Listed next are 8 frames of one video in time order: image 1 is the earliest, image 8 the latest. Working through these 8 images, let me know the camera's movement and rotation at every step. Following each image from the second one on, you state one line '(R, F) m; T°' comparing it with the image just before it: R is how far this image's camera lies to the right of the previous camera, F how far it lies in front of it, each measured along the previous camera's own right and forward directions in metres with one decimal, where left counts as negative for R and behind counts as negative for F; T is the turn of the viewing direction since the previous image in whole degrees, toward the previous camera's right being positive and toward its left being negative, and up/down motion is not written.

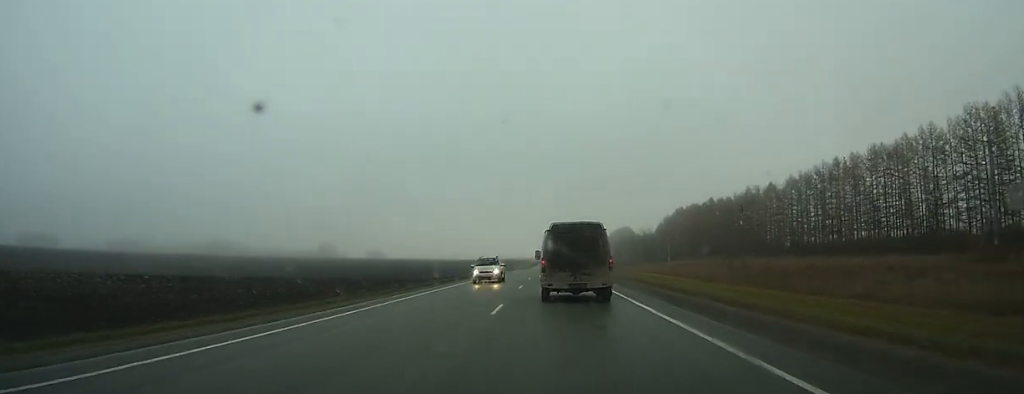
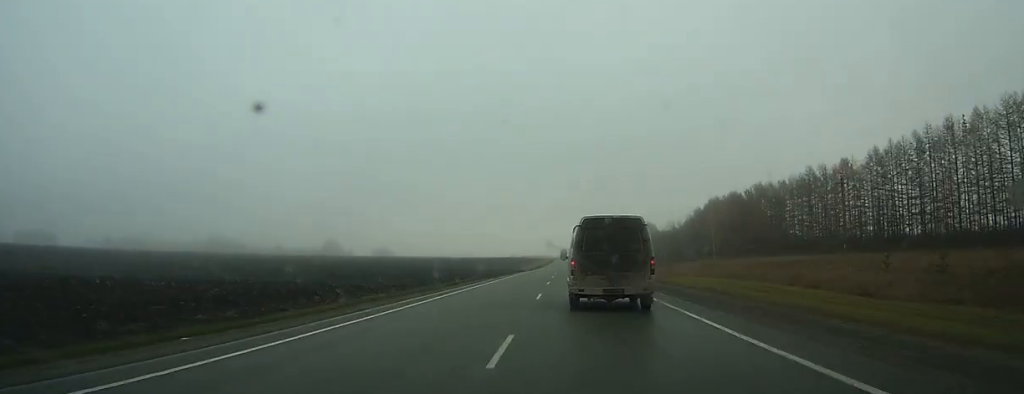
(-0.1, +29.2) m; 0°
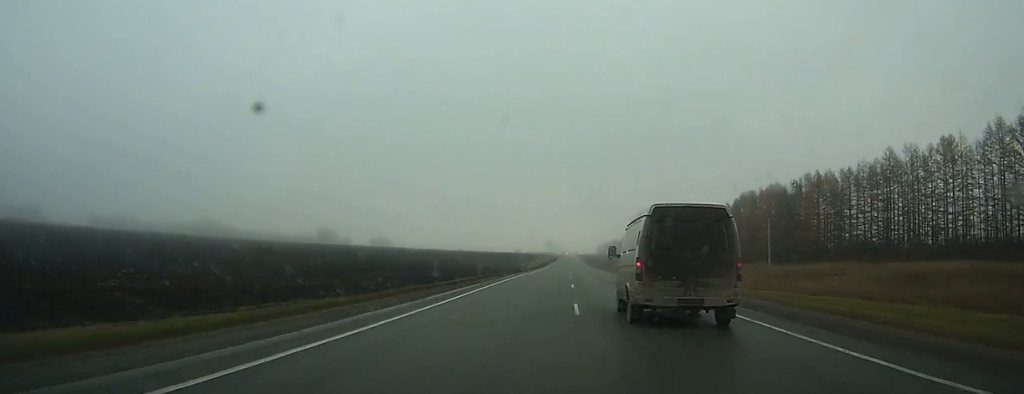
(-0.1, +29.4) m; 0°
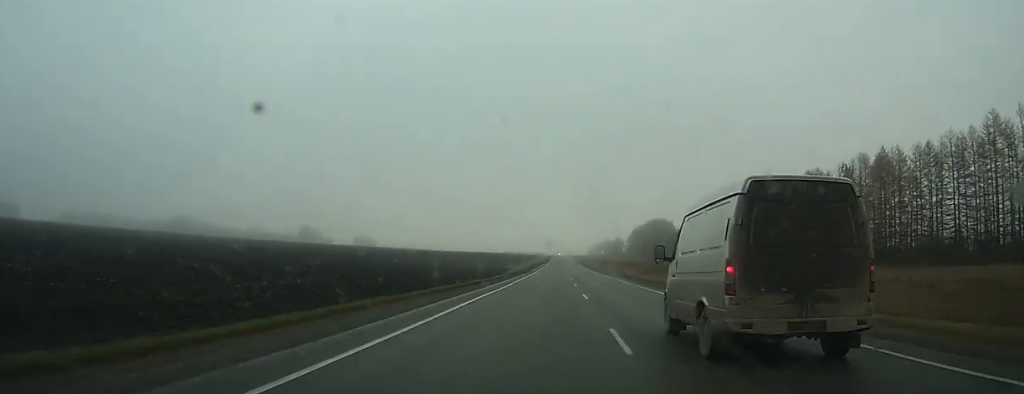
(-0.2, +29.7) m; 0°
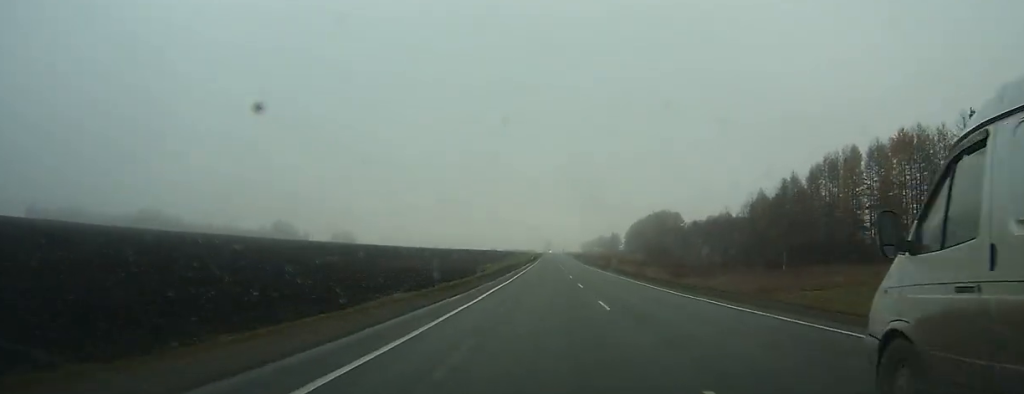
(+0.1, +42.1) m; +1°
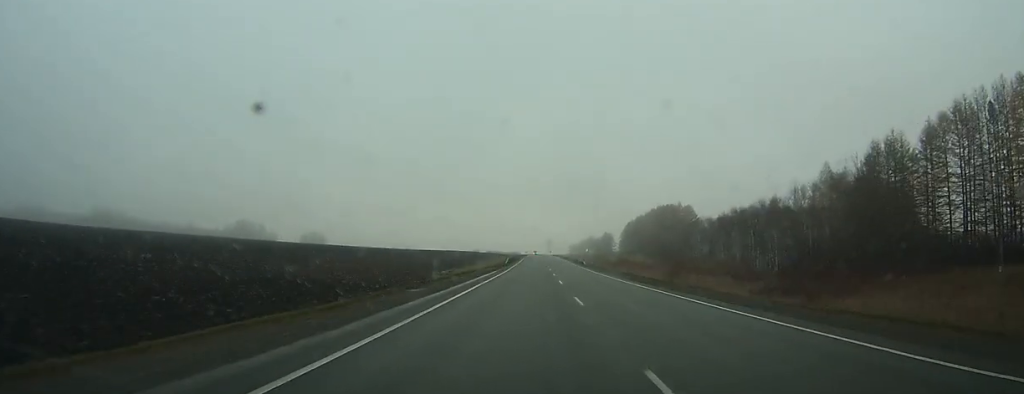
(+0.3, +46.4) m; +1°
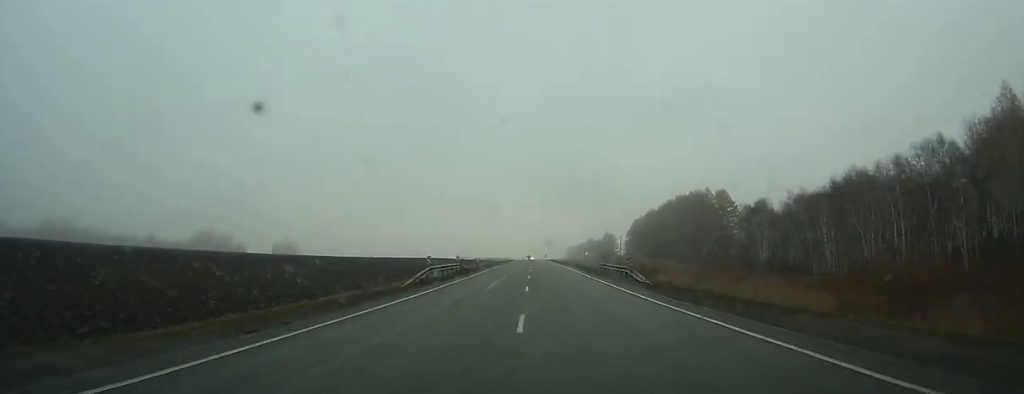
(+0.5, +52.1) m; +1°
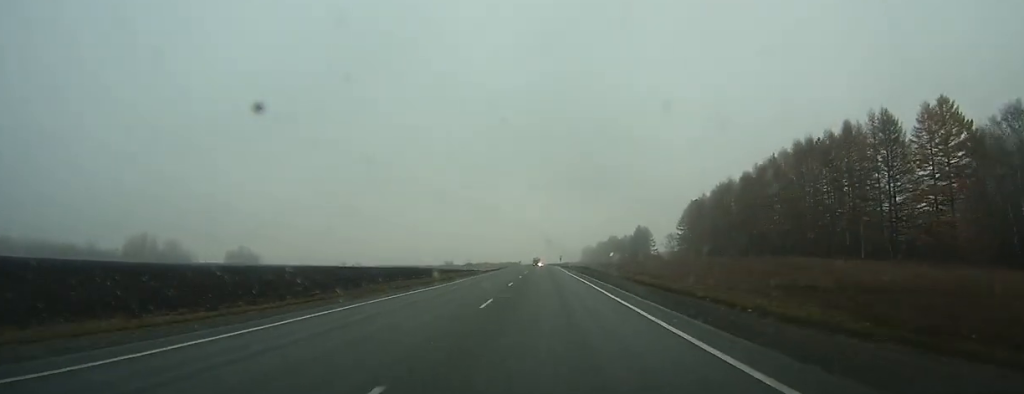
(-0.1, +98.3) m; -1°
